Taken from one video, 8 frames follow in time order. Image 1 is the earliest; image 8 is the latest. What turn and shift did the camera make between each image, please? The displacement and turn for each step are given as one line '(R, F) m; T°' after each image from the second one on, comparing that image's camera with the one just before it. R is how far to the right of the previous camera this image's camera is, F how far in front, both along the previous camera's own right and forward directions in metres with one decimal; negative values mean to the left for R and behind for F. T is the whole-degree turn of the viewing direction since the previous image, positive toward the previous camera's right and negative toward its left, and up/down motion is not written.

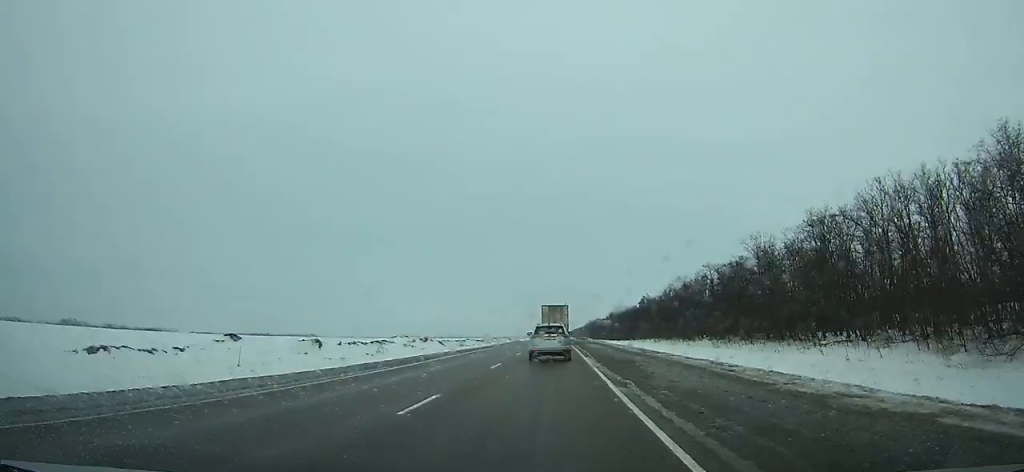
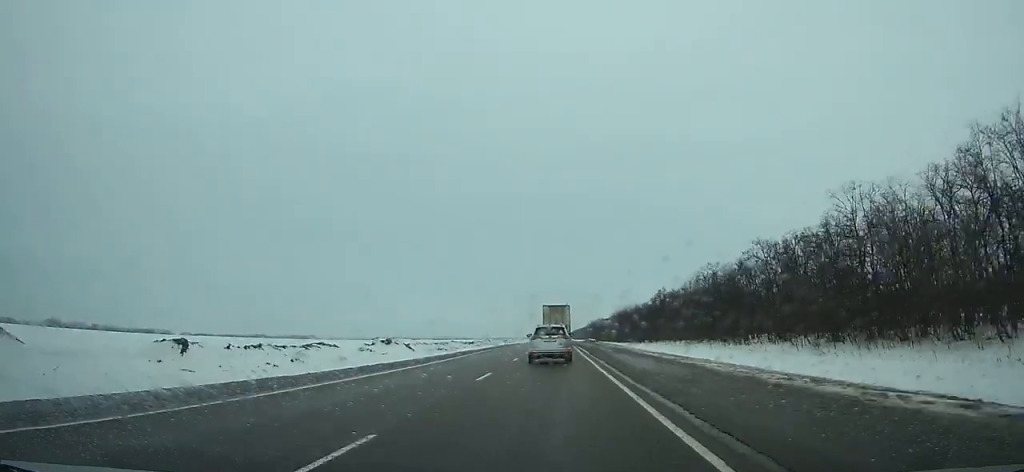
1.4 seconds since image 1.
(-0.1, +28.1) m; 0°
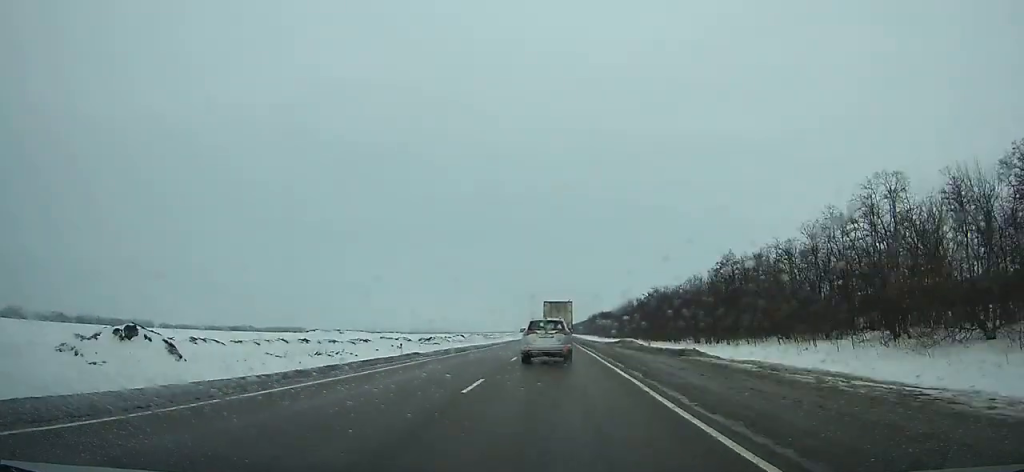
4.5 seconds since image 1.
(0.0, +62.6) m; 0°
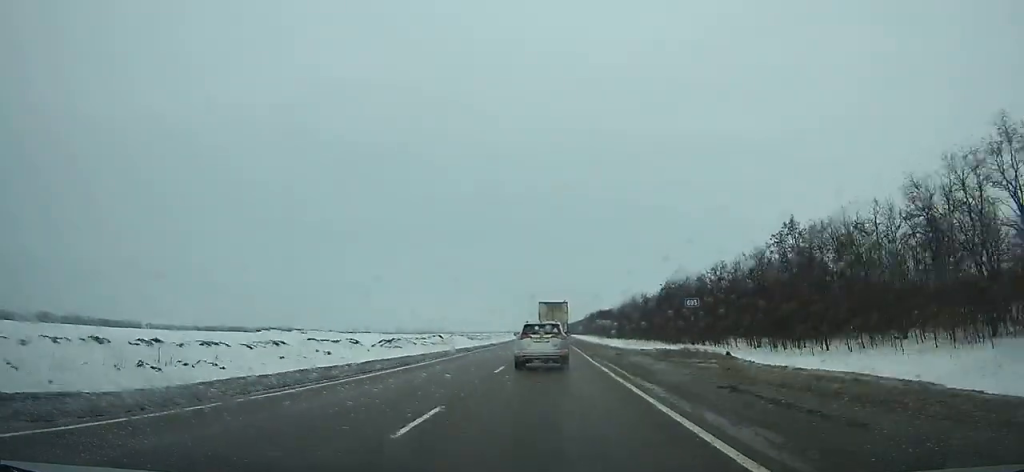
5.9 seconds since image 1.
(0.0, +28.2) m; 0°
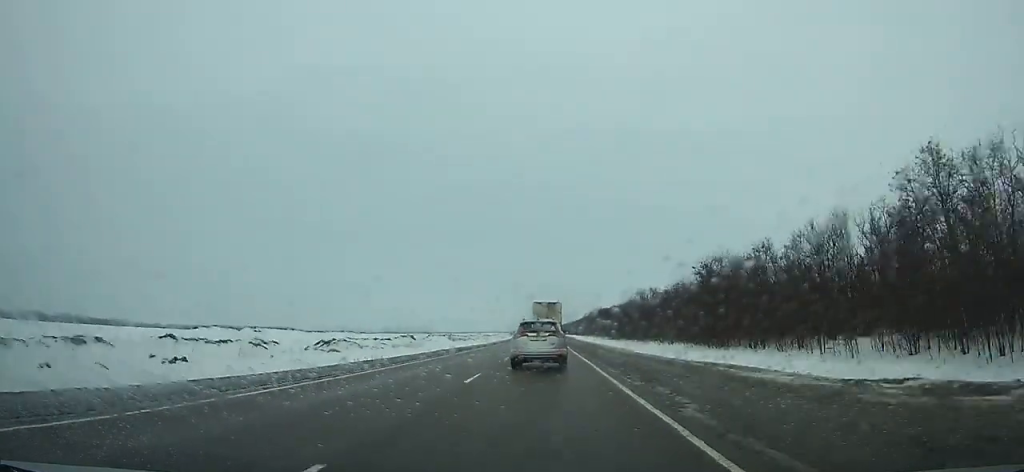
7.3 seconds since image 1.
(+0.1, +28.2) m; 0°
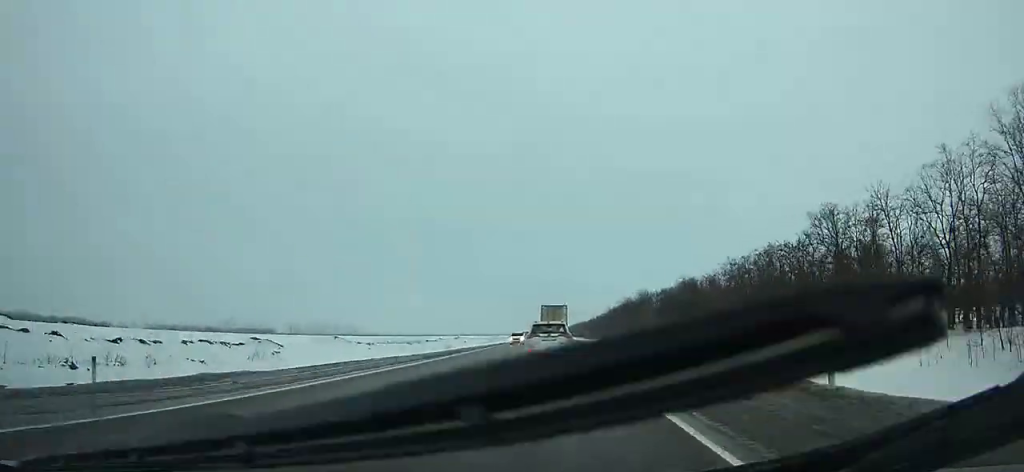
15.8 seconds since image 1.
(+0.3, +171.1) m; 0°
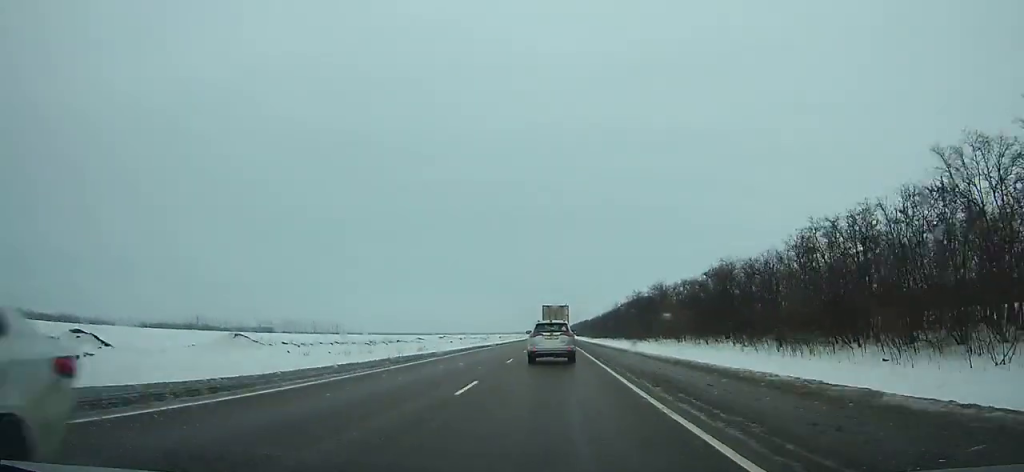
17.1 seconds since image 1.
(-0.1, +26.4) m; 0°
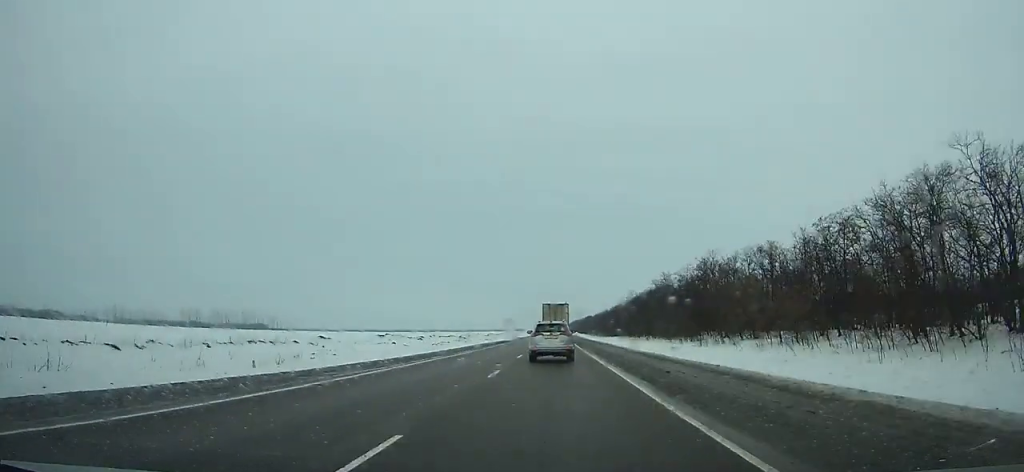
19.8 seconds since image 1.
(+0.2, +55.4) m; 0°
